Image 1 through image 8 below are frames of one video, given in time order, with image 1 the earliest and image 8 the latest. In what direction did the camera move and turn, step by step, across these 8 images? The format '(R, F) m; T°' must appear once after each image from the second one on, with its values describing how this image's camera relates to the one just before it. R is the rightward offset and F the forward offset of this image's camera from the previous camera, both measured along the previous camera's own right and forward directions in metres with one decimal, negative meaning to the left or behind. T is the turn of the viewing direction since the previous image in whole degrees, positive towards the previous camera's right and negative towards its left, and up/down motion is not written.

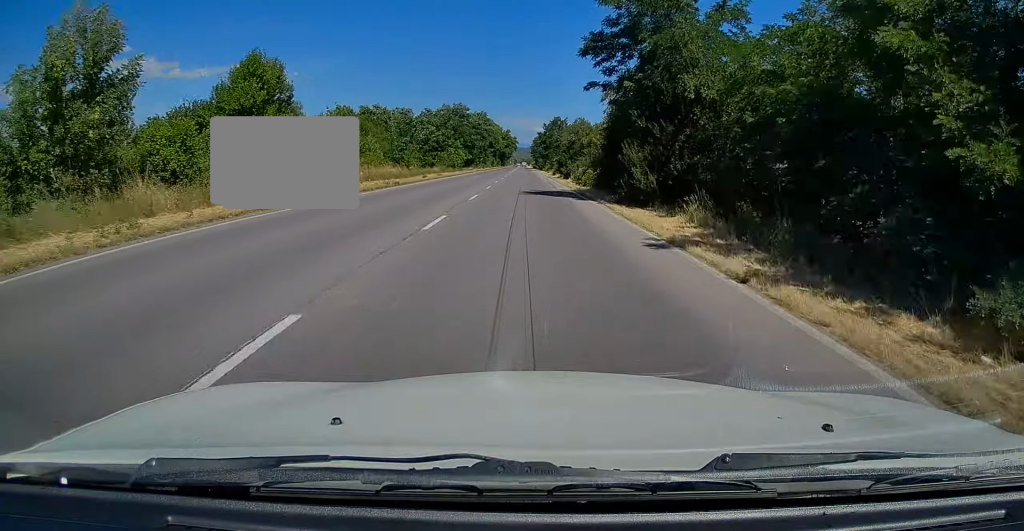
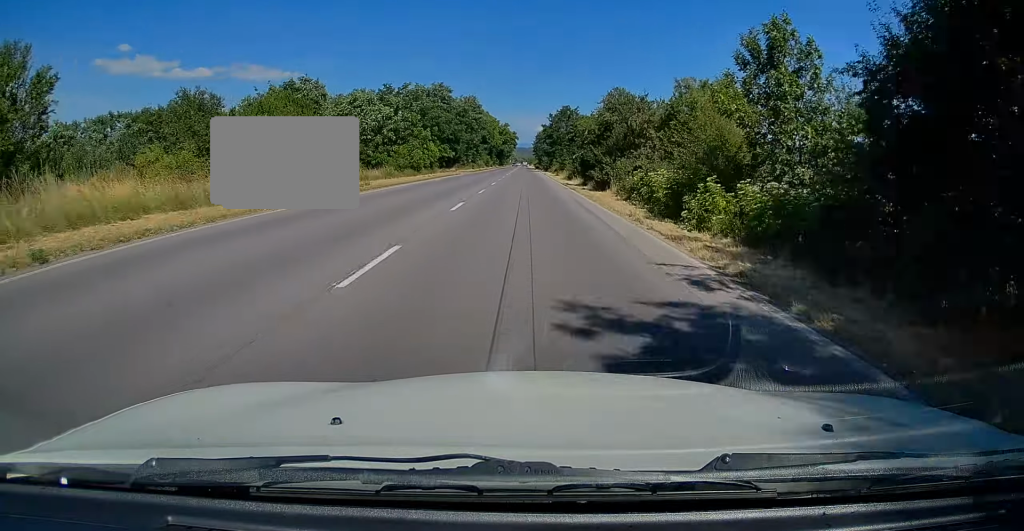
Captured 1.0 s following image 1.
(+0.1, +25.2) m; 0°
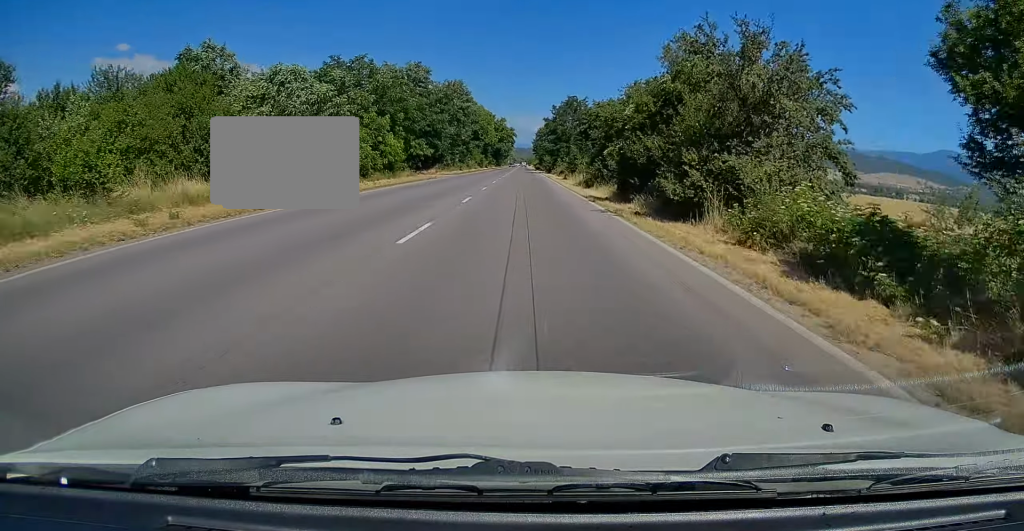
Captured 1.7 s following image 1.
(-0.2, +16.2) m; 0°
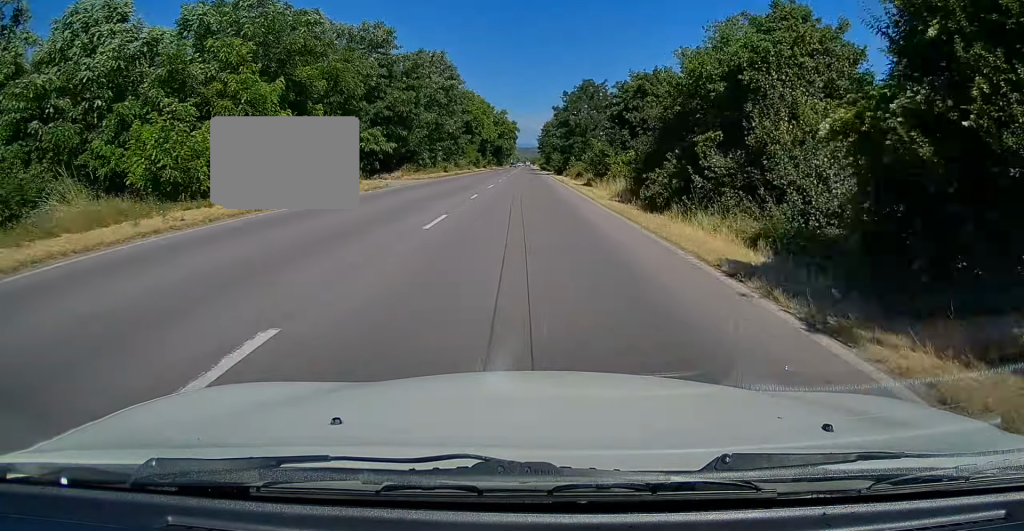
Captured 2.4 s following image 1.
(+0.1, +17.8) m; 0°
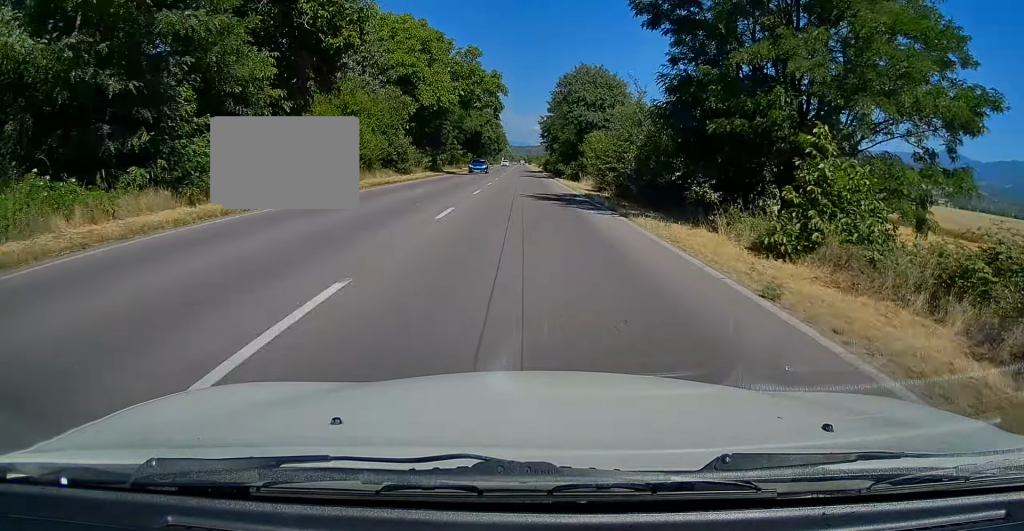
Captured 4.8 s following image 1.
(-0.2, +57.5) m; 0°
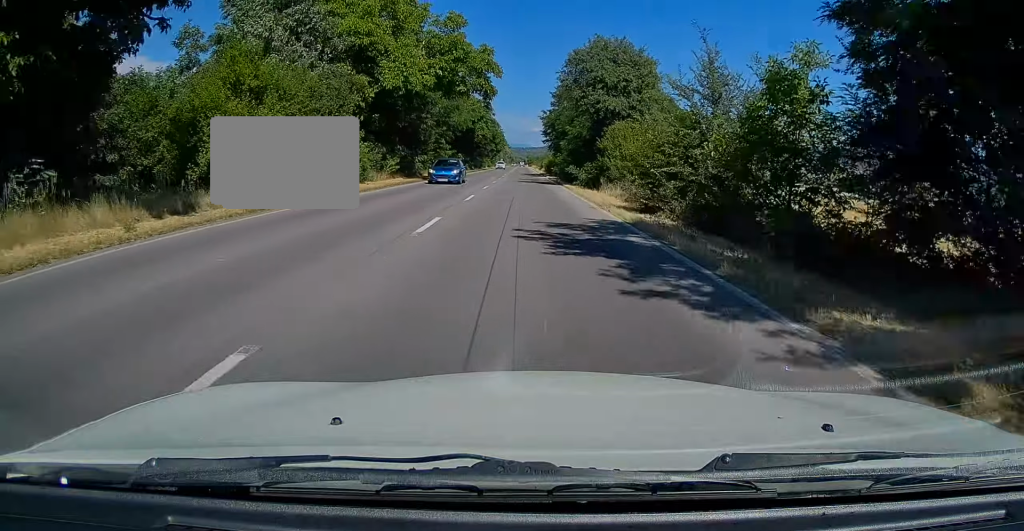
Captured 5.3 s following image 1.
(+0.1, +12.1) m; 0°
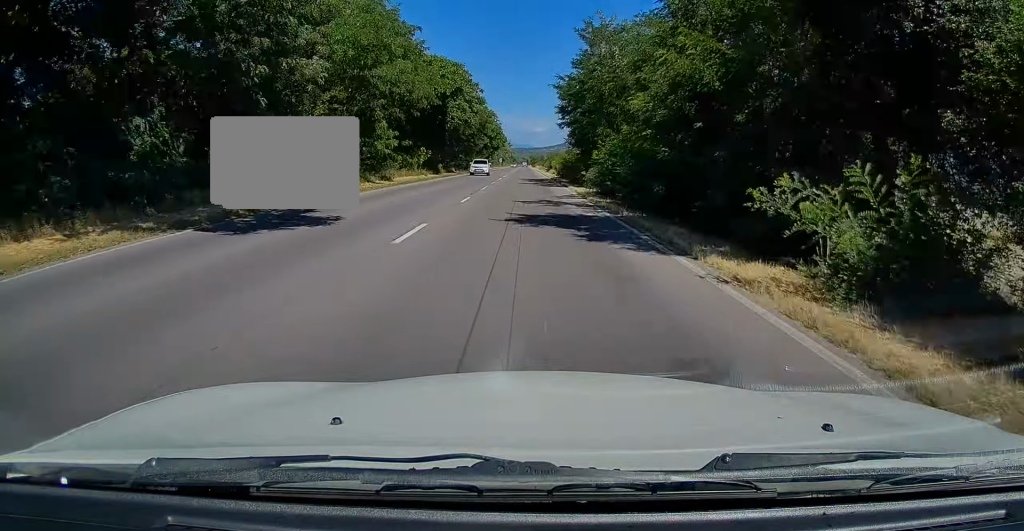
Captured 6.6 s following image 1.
(+0.3, +30.7) m; 0°
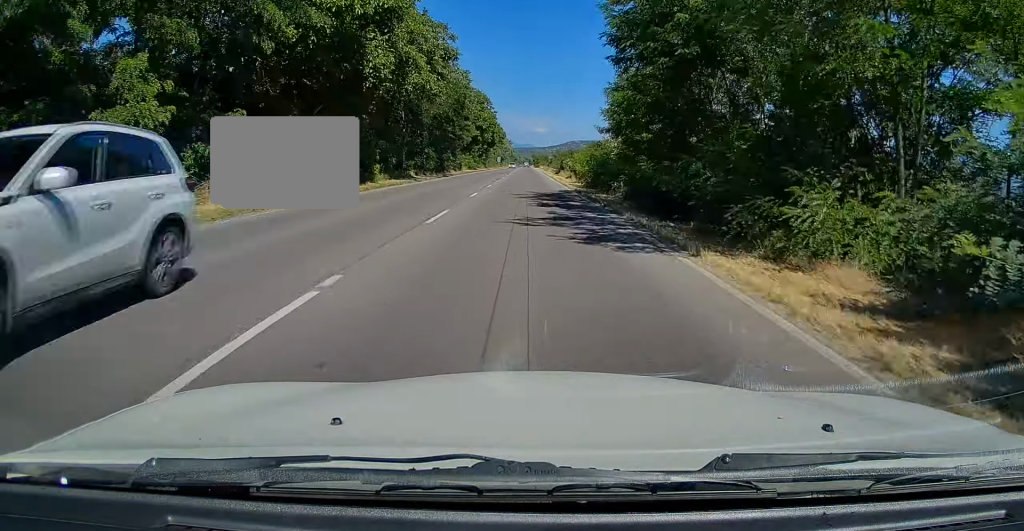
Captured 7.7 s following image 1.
(-0.3, +26.8) m; -1°
